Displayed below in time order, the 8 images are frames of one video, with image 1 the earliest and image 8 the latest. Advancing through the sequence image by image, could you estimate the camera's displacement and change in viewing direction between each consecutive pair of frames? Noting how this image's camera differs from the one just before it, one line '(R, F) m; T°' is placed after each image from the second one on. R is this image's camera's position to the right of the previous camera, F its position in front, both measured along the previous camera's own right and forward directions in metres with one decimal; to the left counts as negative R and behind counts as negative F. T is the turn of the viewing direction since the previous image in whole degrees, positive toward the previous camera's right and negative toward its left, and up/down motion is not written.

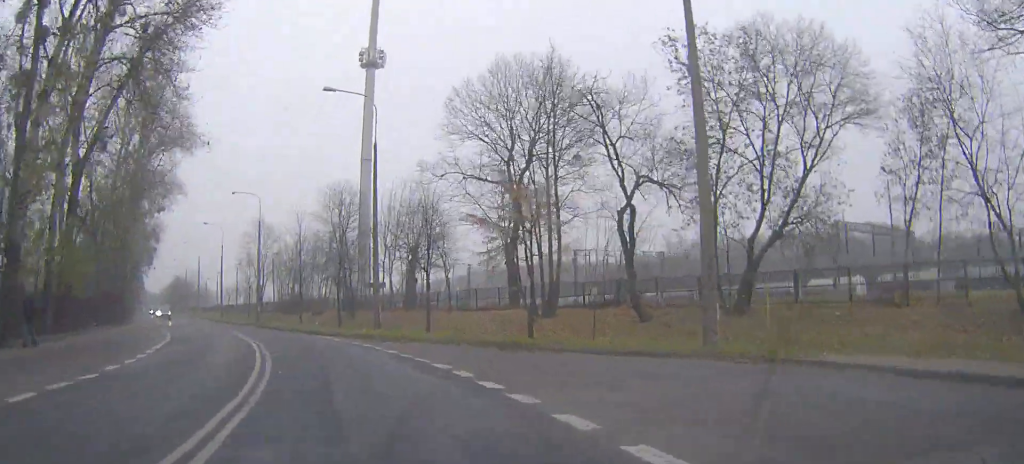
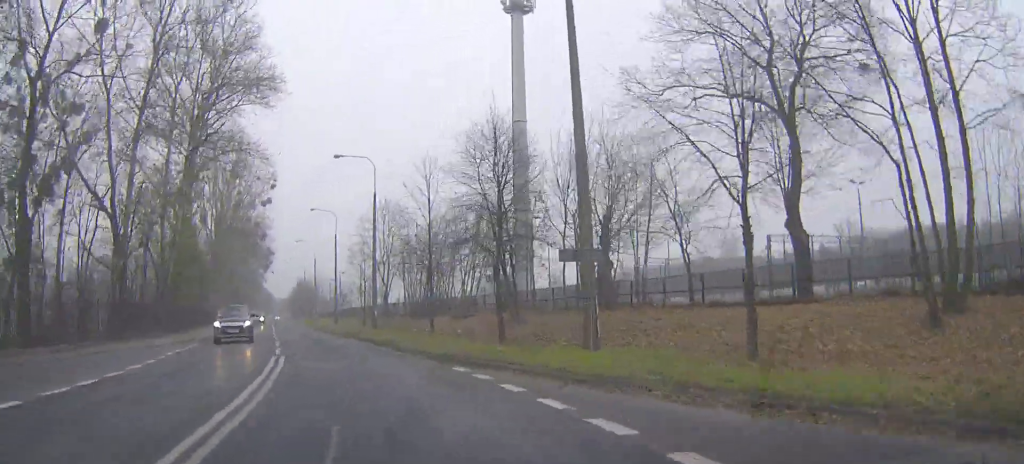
(-1.8, +19.9) m; -11°
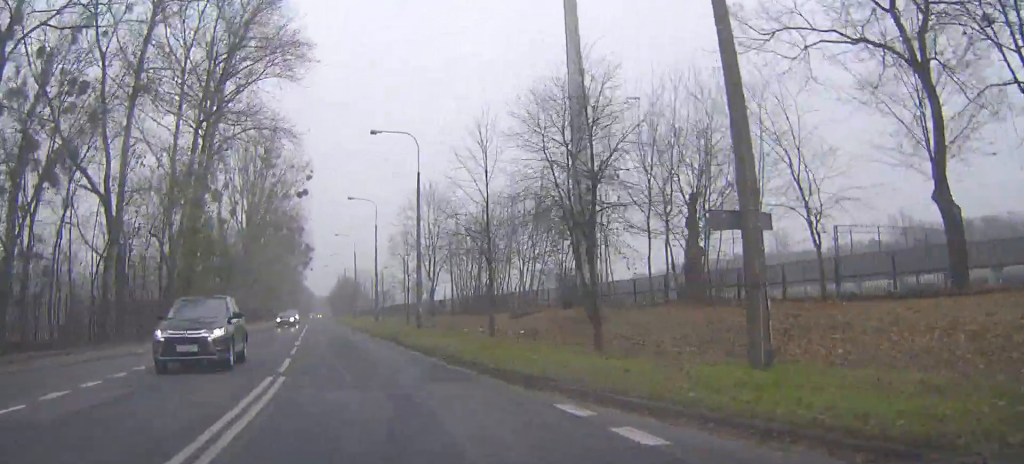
(-0.2, +6.3) m; -3°
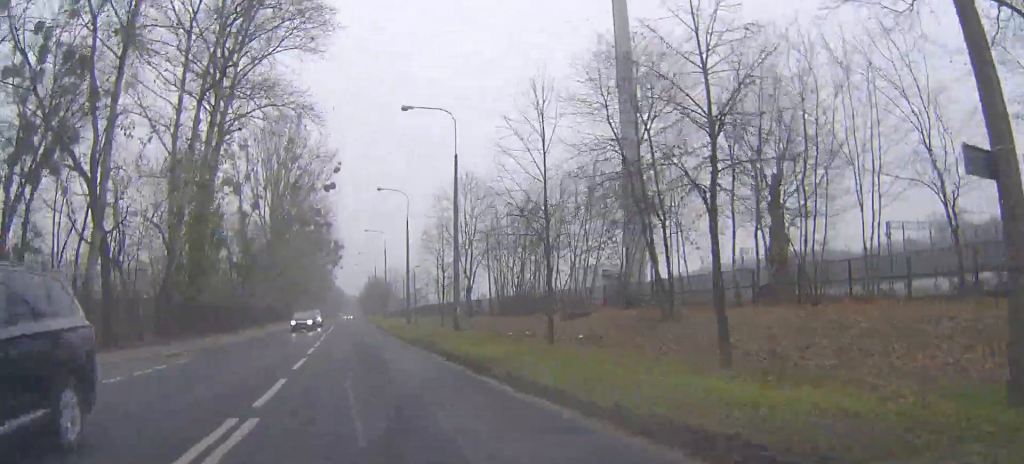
(-0.1, +5.2) m; -3°
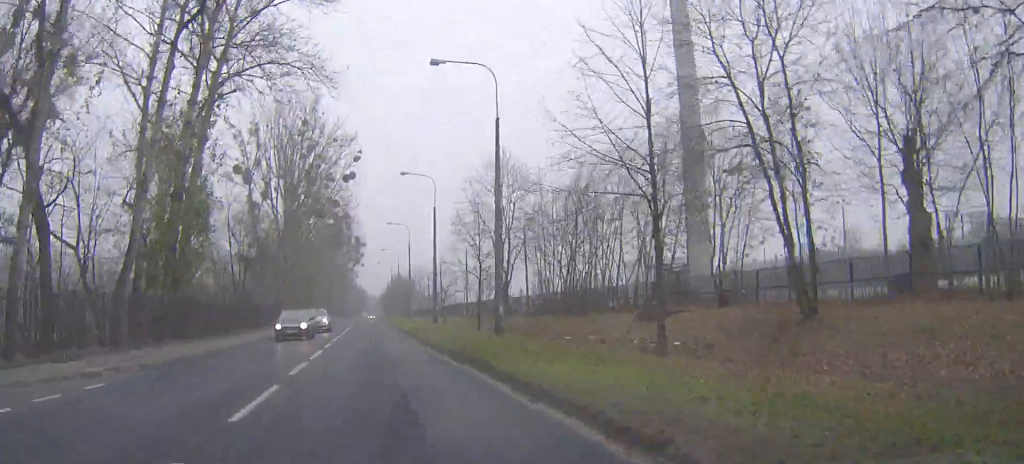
(-0.3, +7.7) m; -2°
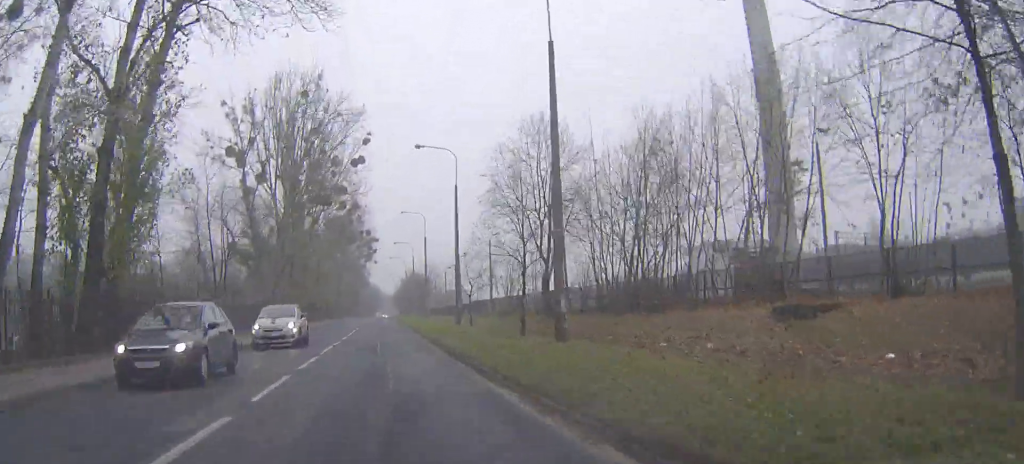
(-0.2, +9.4) m; -2°
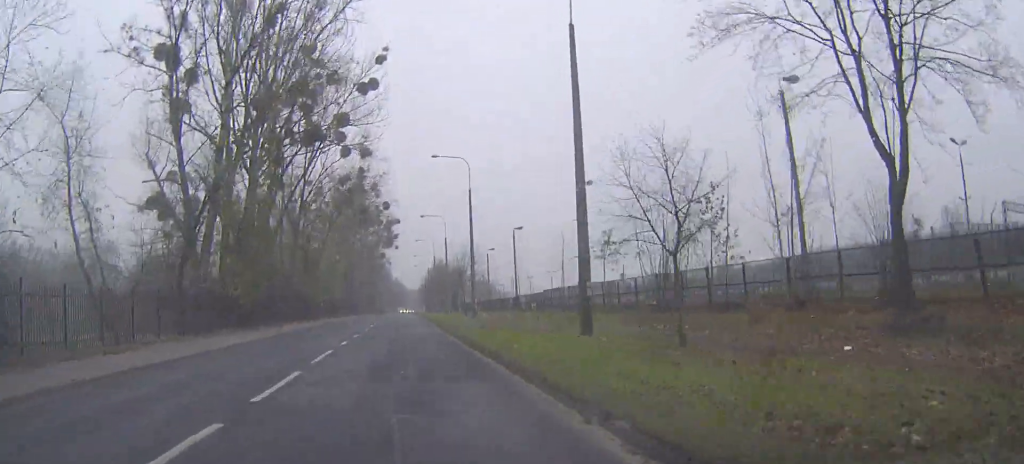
(-0.6, +29.7) m; -2°
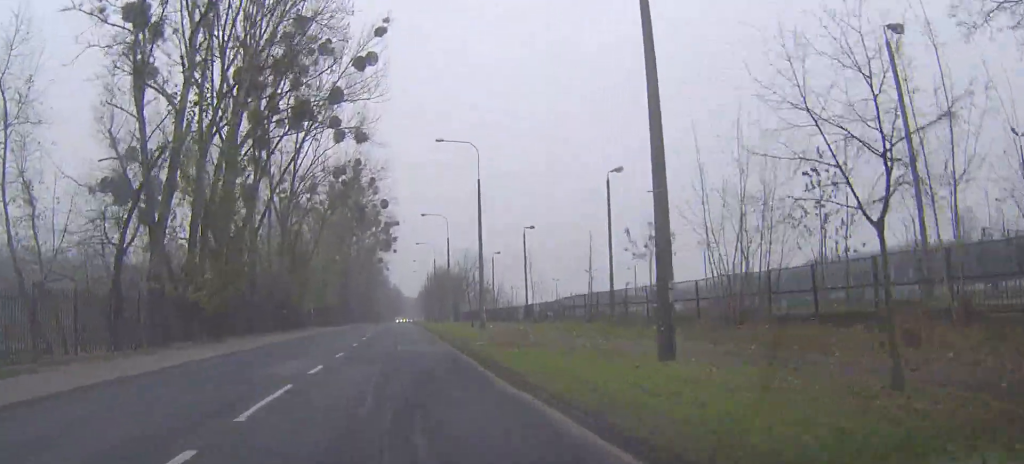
(0.0, +6.6) m; 0°
